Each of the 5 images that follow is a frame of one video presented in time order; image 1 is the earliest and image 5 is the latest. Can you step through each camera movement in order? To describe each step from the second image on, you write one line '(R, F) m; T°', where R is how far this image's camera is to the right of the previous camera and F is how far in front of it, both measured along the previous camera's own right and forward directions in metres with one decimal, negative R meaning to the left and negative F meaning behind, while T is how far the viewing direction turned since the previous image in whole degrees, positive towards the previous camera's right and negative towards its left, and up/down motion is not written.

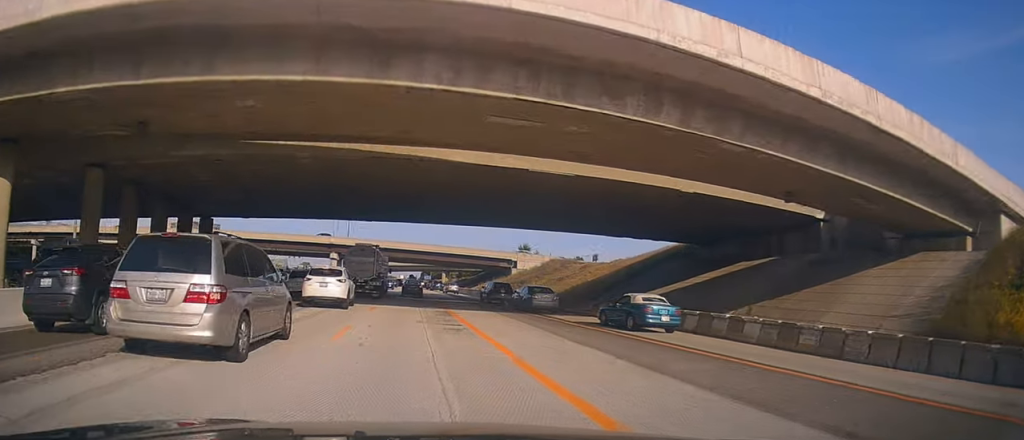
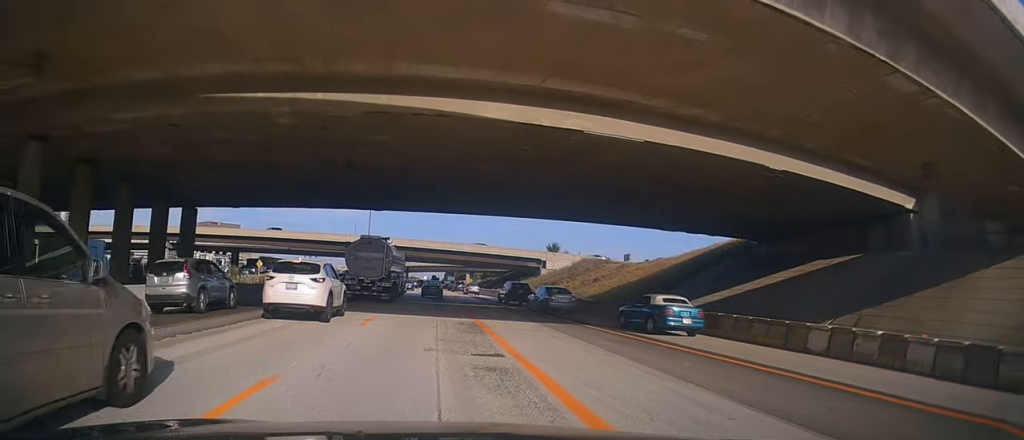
(0.0, +6.0) m; 0°
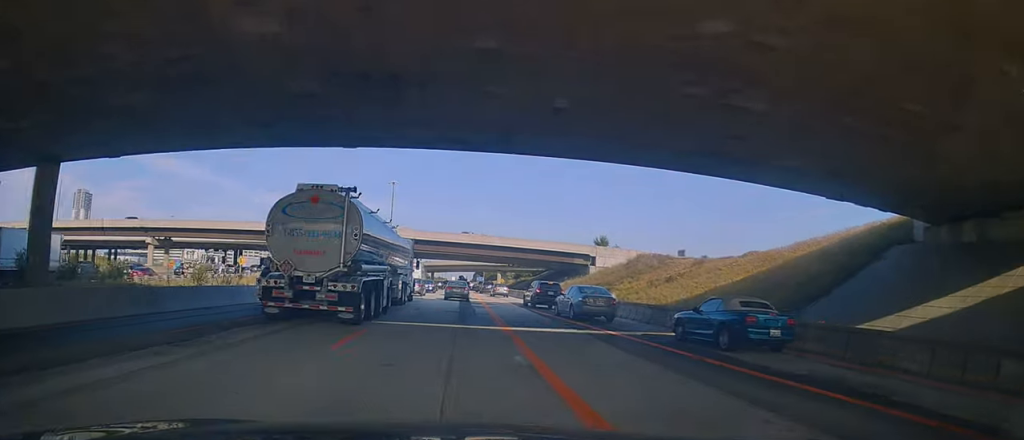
(-0.4, +16.1) m; -7°
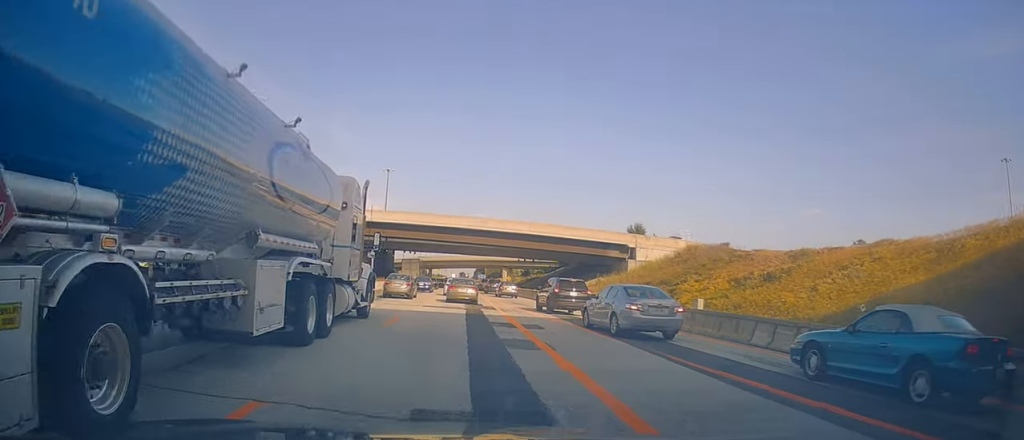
(-1.5, +19.6) m; +1°
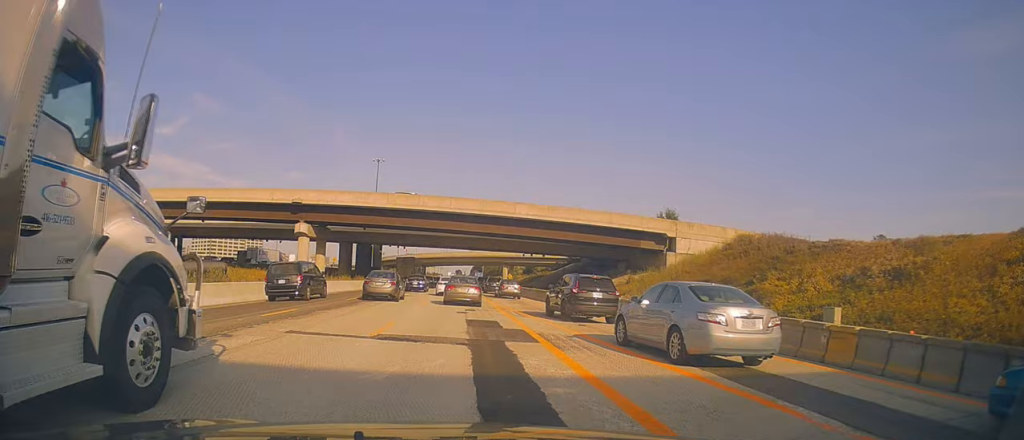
(+1.0, +15.9) m; +2°
